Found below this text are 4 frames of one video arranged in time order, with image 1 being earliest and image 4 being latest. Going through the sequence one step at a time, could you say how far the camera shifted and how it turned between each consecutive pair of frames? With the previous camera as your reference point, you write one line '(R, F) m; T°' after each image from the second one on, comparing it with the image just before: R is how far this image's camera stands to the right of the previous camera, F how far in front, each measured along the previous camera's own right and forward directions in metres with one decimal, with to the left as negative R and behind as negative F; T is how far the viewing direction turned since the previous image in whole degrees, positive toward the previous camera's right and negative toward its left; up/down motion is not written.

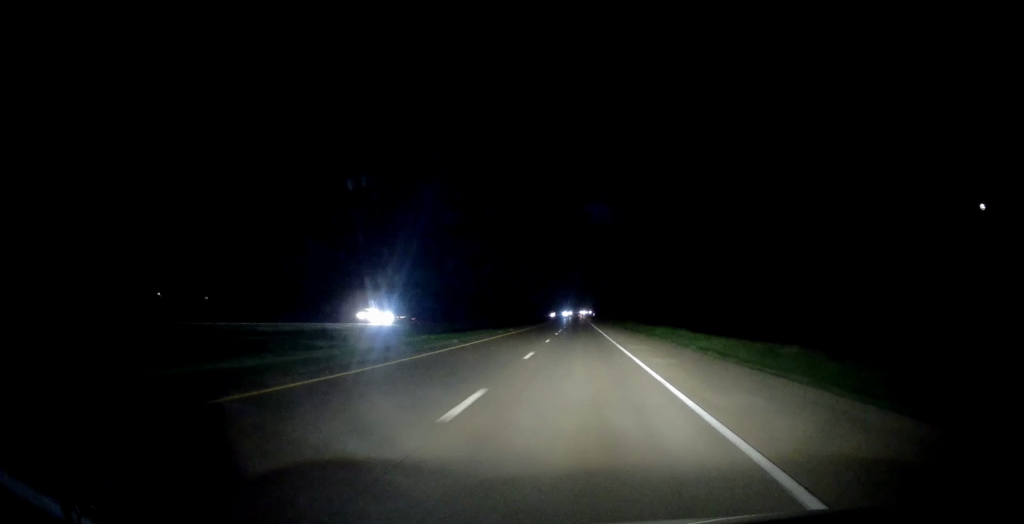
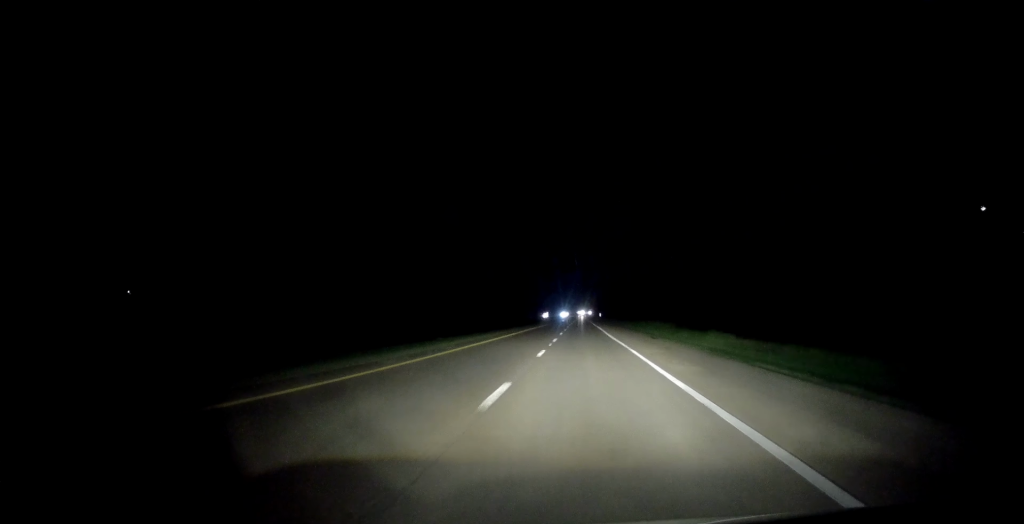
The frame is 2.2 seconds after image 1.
(-0.3, +73.4) m; 0°
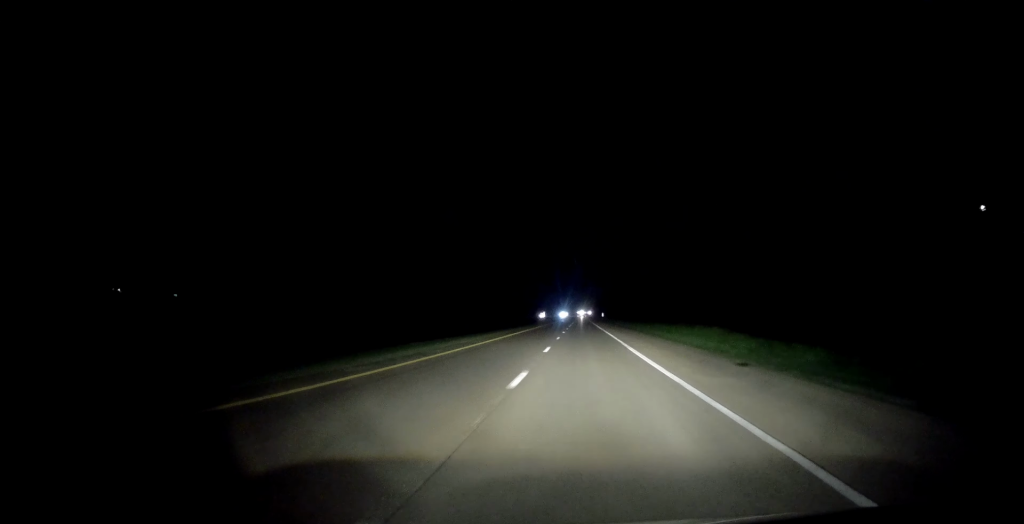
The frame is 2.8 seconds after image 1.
(-0.1, +21.1) m; 0°
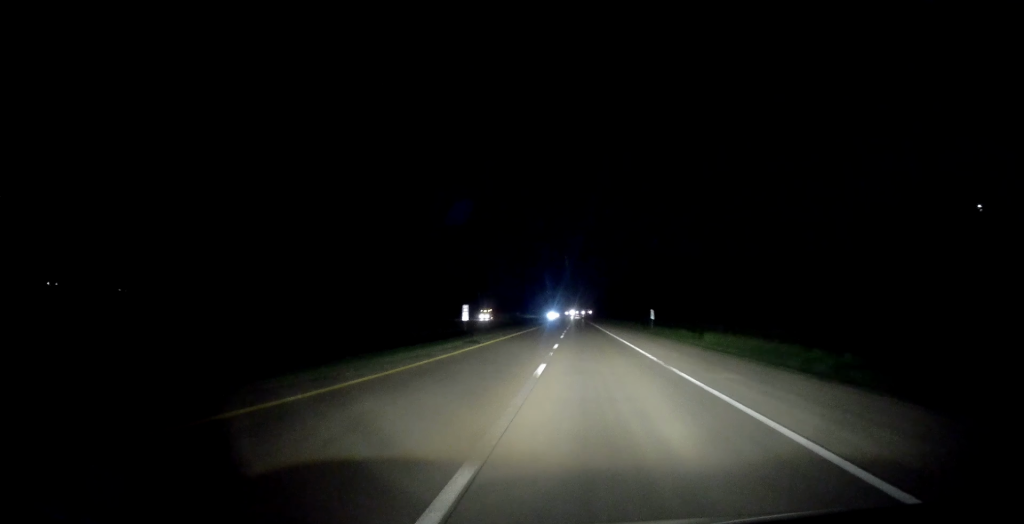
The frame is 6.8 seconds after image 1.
(-0.7, +130.7) m; 0°
